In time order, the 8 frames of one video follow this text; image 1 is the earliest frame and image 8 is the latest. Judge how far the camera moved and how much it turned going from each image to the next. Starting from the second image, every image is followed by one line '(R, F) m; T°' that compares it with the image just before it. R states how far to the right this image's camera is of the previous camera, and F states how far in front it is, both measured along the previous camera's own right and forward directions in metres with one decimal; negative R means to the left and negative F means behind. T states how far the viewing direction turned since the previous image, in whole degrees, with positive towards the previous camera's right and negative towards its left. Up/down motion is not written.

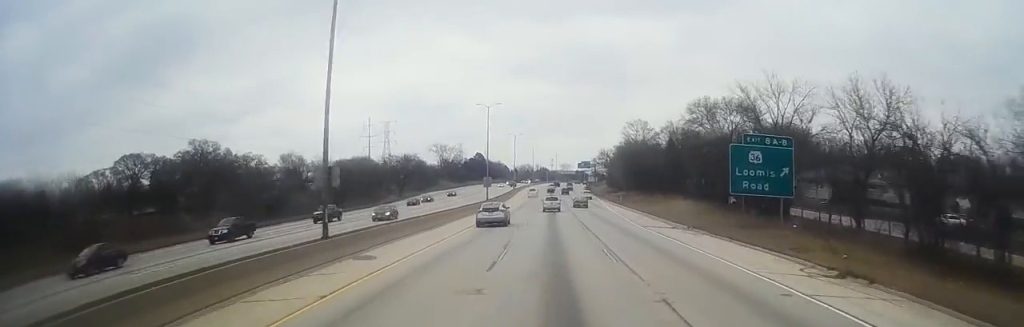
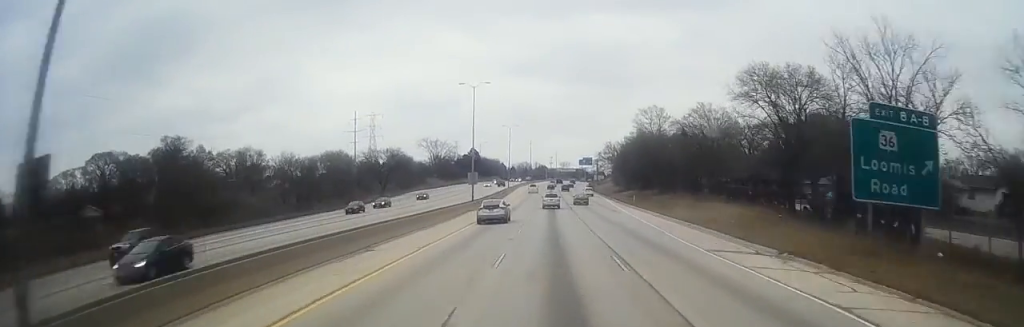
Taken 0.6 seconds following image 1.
(0.0, +18.0) m; 0°
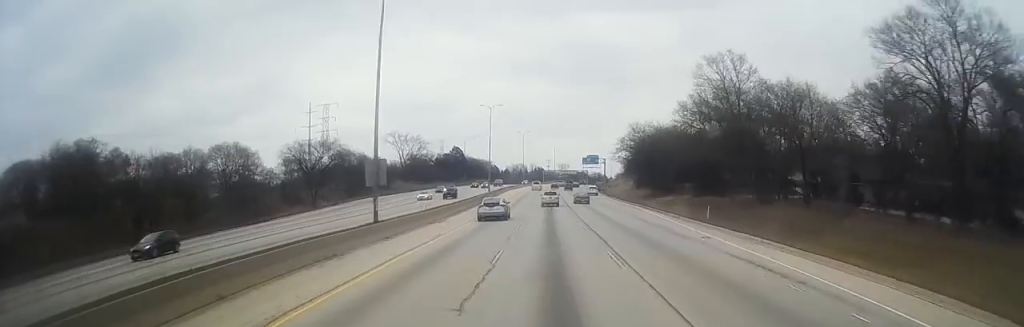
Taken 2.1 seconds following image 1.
(0.0, +44.8) m; 0°
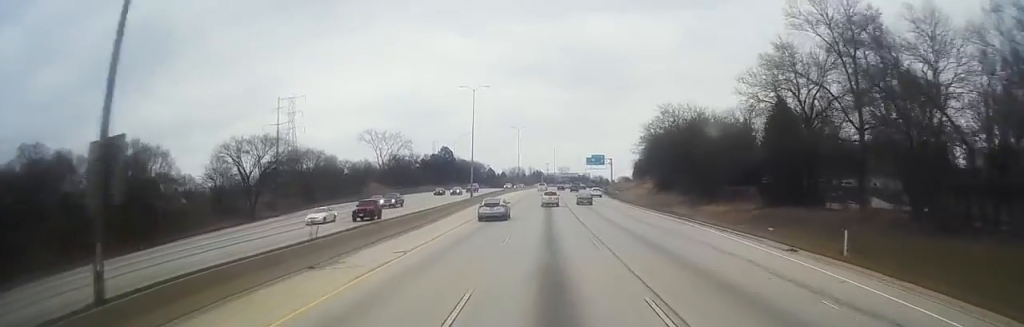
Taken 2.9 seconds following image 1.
(0.0, +23.9) m; 0°
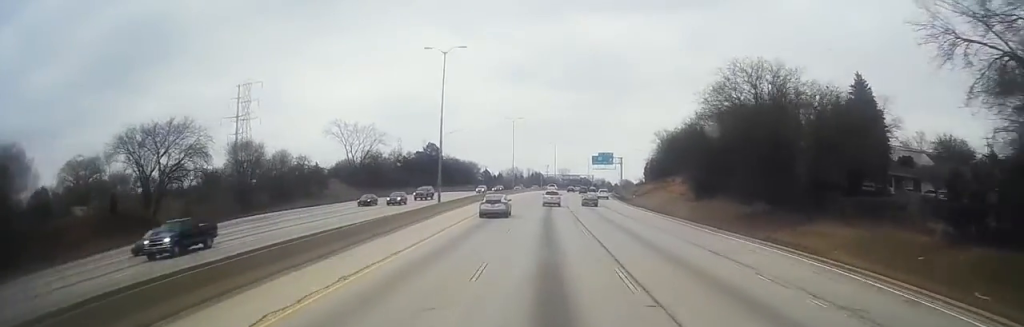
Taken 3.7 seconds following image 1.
(0.0, +24.9) m; 0°
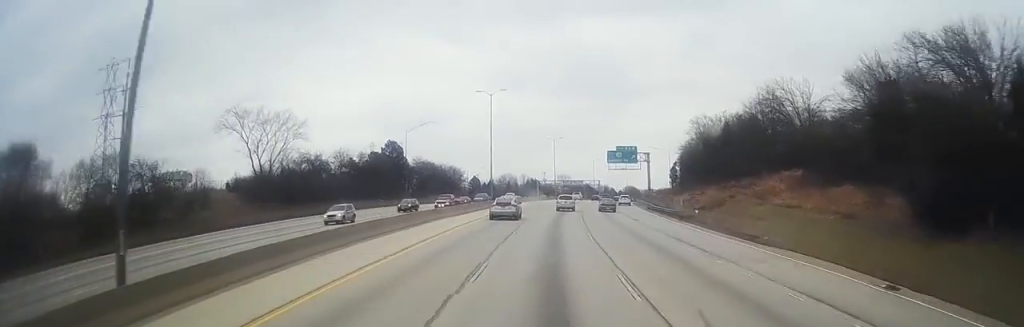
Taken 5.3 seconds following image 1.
(0.0, +46.0) m; 0°
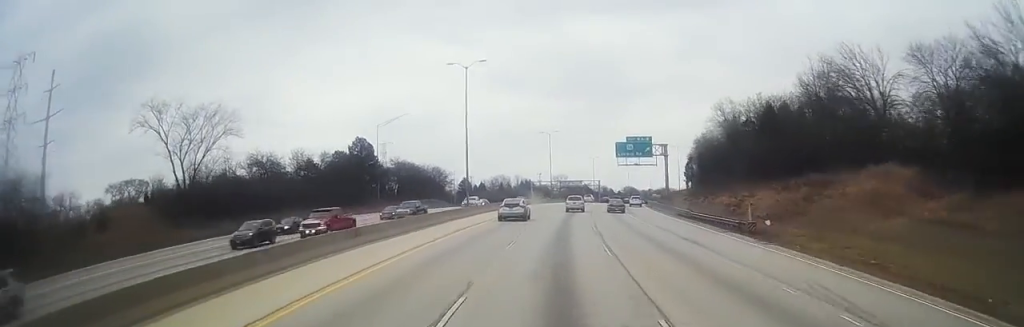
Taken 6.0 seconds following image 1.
(0.0, +20.9) m; 0°
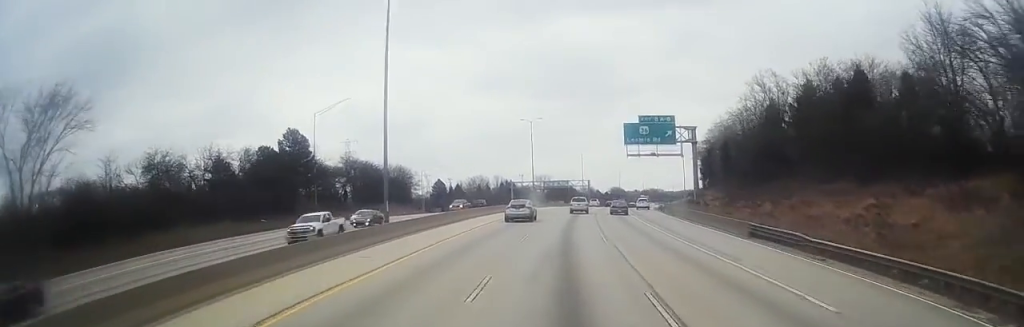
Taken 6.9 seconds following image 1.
(0.0, +26.9) m; 0°
